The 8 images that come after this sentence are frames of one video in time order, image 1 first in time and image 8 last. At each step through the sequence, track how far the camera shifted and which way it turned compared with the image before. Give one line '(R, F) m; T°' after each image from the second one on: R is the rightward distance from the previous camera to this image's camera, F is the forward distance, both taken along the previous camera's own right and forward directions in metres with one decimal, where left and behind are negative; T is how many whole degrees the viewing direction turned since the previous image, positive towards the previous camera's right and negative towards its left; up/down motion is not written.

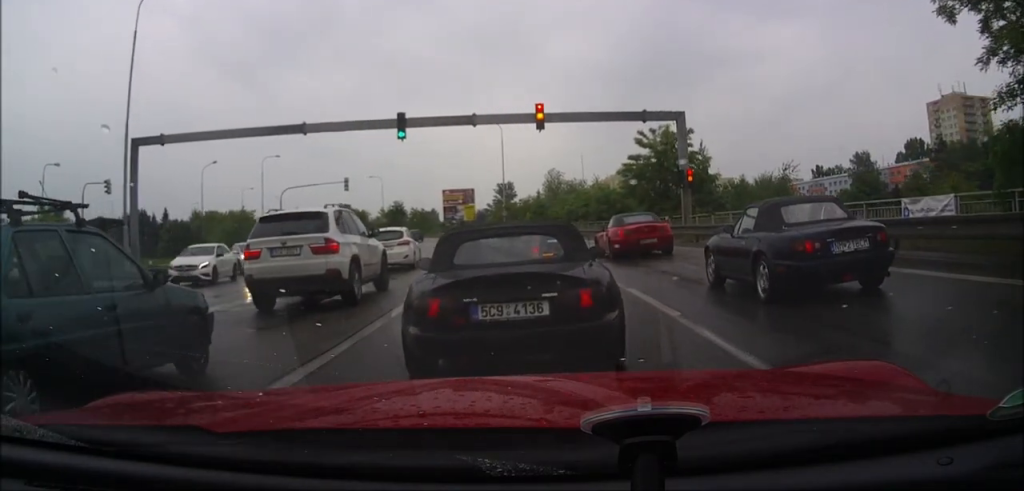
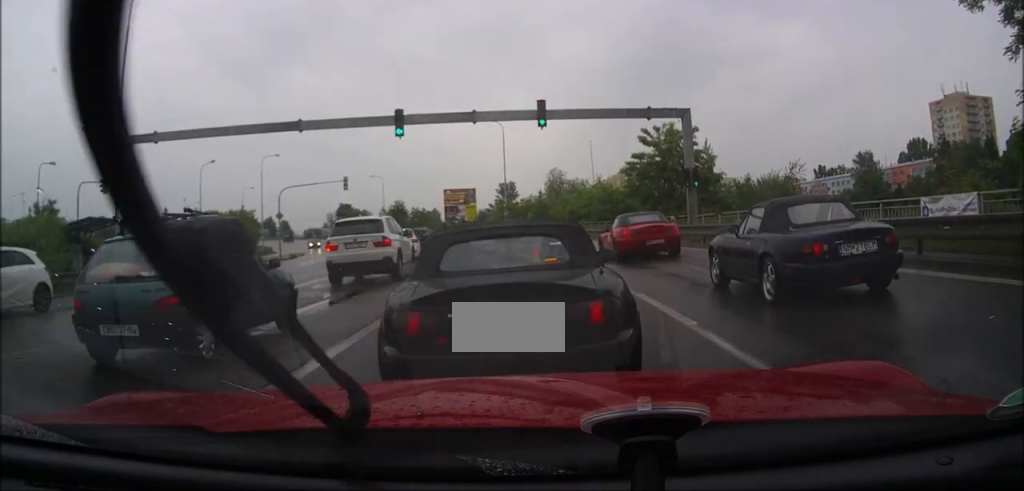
(0.0, +1.8) m; 0°
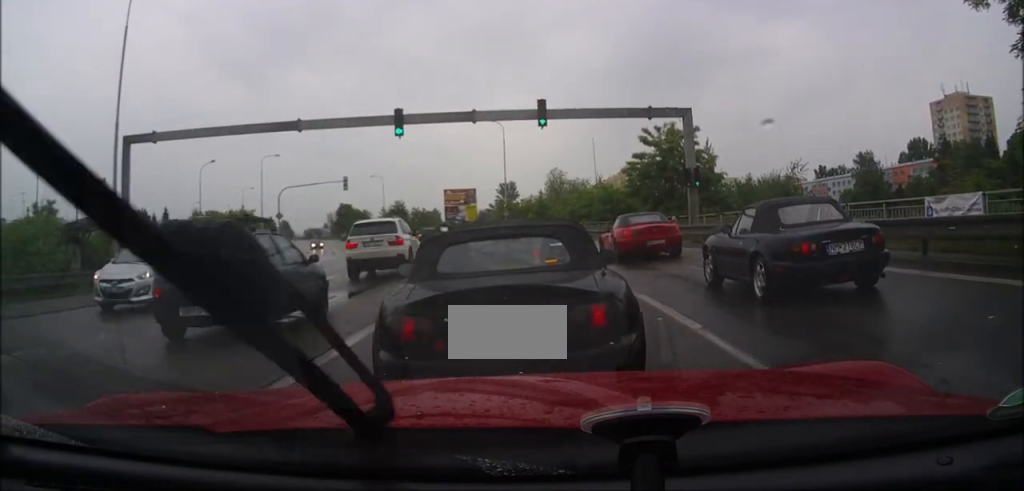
(-0.1, +0.2) m; 0°
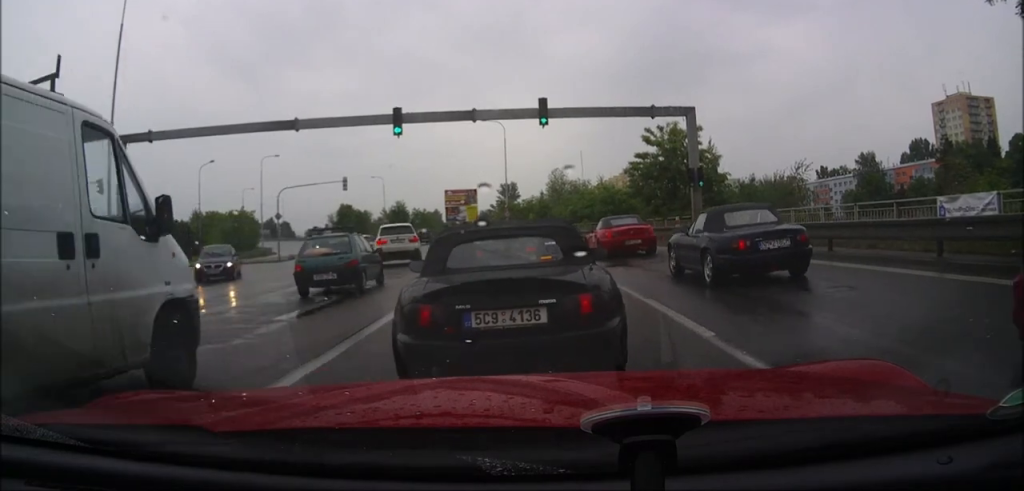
(-0.1, +0.7) m; 0°
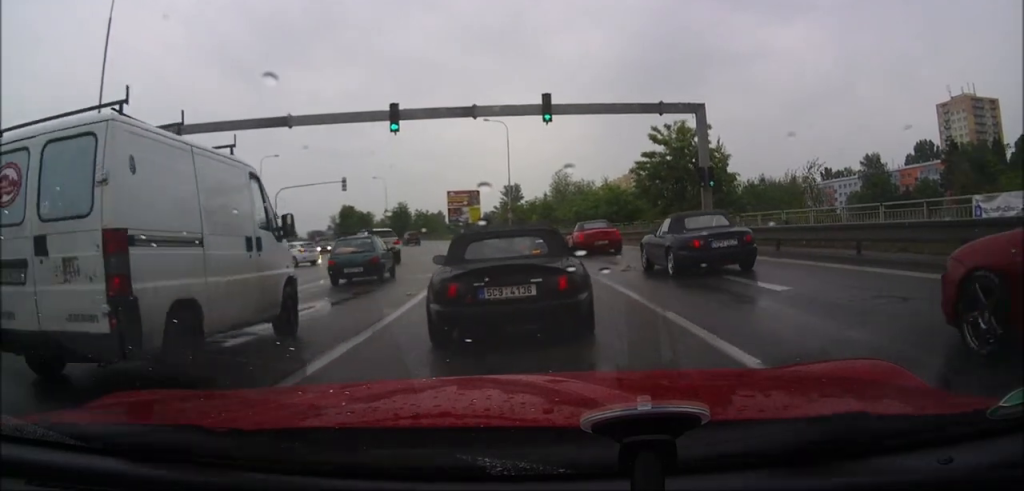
(-0.1, +0.6) m; 0°
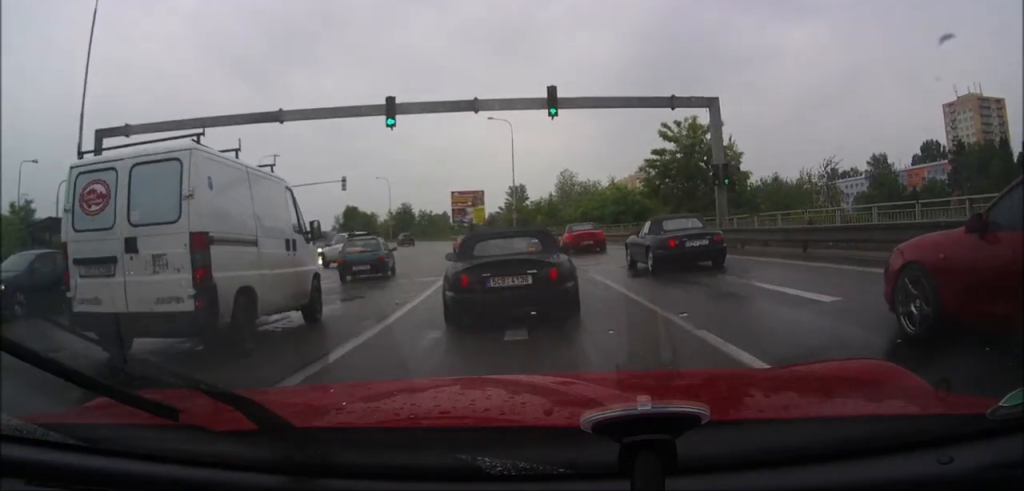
(-0.1, +0.4) m; 0°
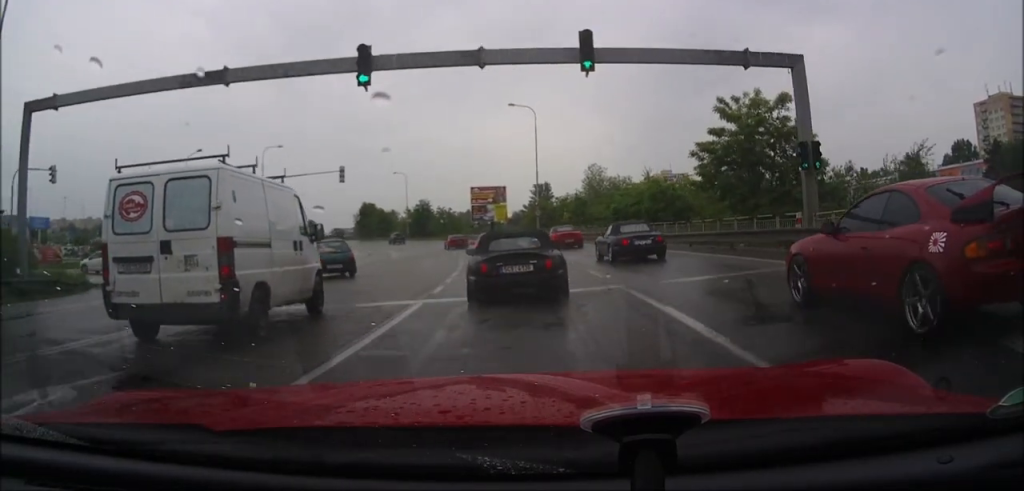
(-0.2, +1.0) m; 0°
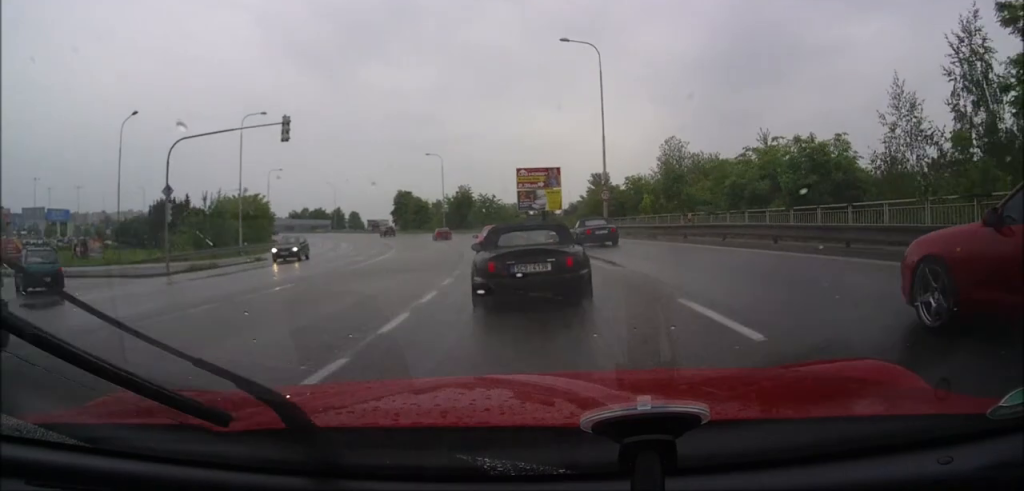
(-0.5, +2.3) m; -12°
